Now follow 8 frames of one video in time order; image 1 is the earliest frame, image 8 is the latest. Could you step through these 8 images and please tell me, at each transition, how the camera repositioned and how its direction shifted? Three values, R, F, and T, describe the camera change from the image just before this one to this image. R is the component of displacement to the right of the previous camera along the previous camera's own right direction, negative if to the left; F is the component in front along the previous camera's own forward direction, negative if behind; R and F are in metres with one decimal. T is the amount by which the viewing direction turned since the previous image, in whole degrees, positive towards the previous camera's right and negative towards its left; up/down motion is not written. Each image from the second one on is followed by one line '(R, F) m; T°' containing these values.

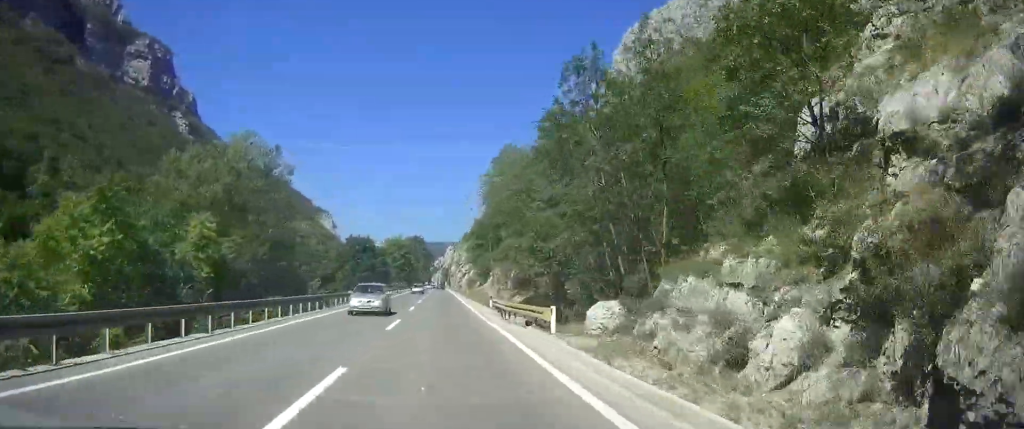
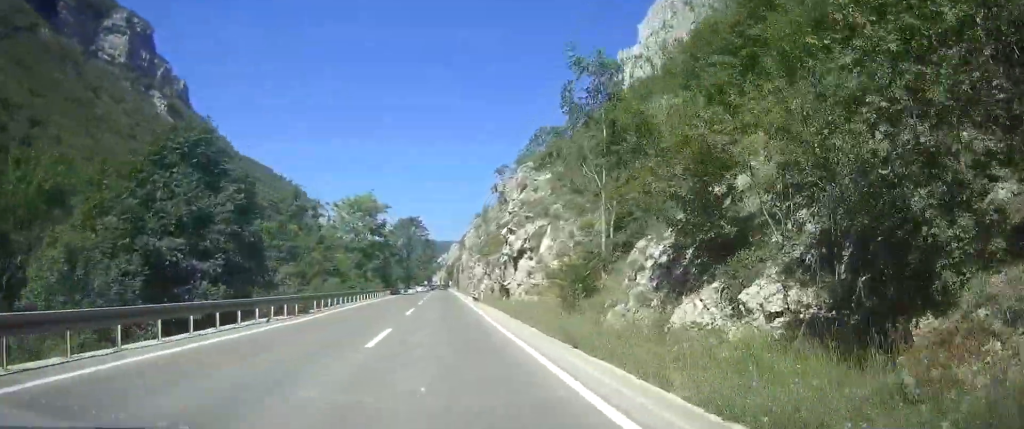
(-0.7, +65.6) m; -1°
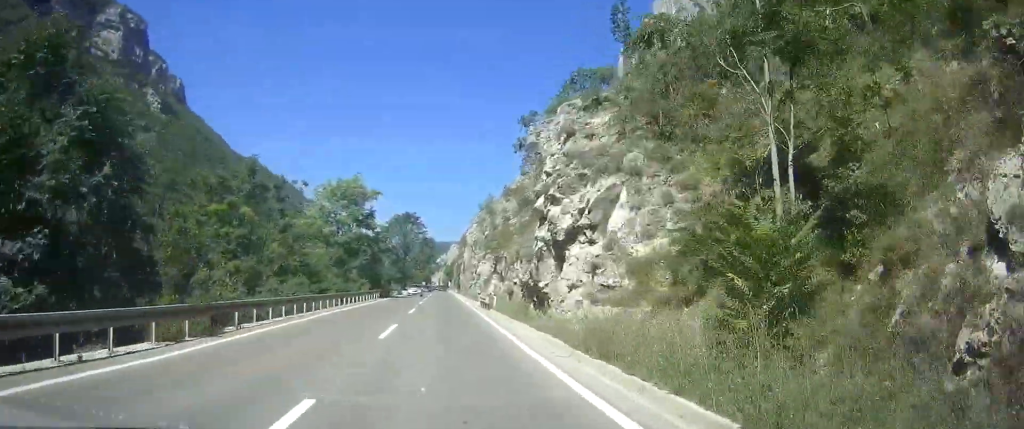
(0.0, +12.4) m; 0°
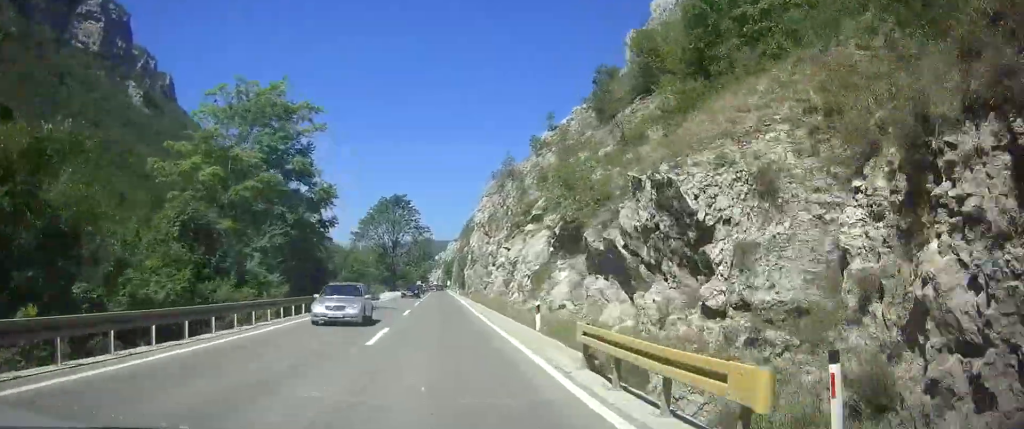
(+0.1, +31.7) m; 0°
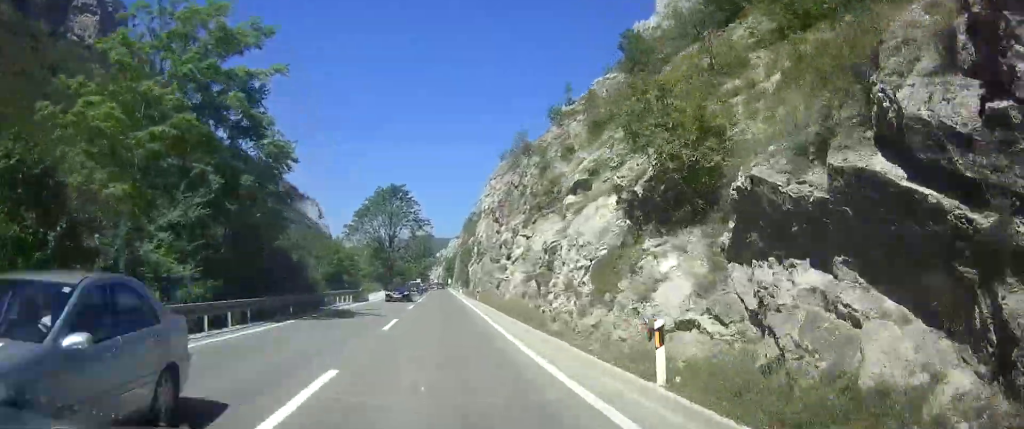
(+0.1, +10.6) m; 0°
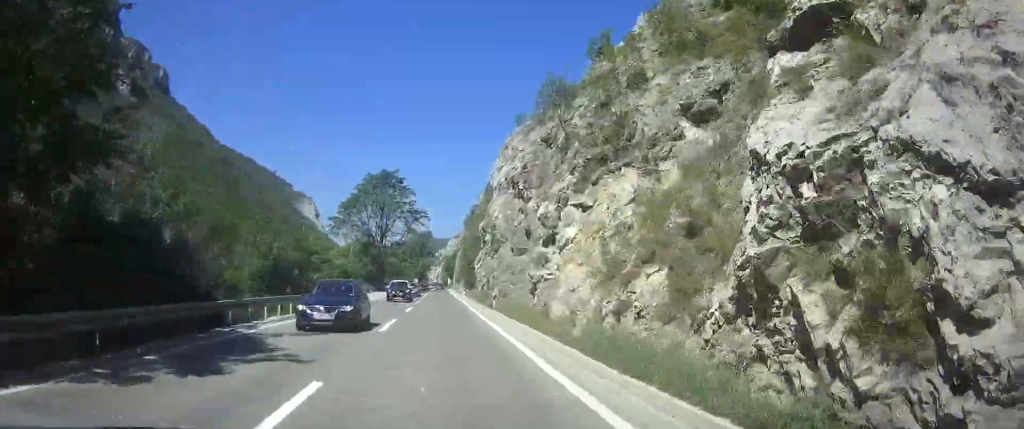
(-0.1, +15.9) m; -1°
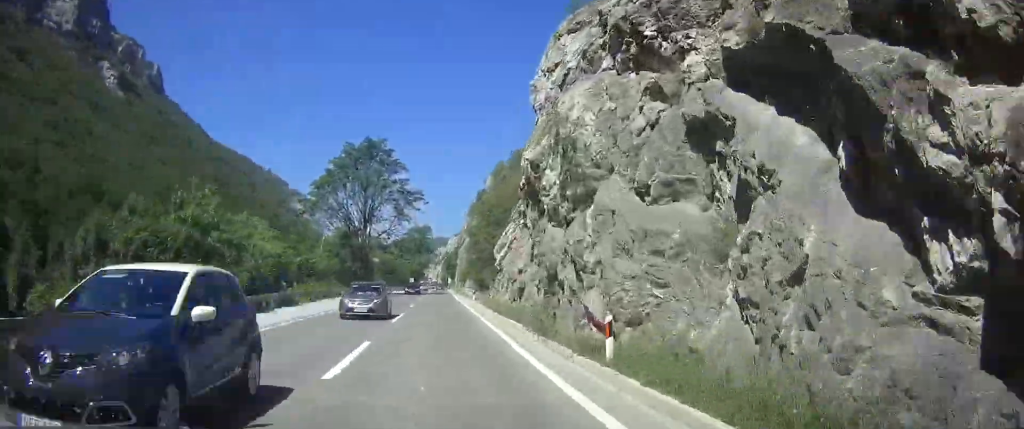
(-0.2, +22.9) m; -1°
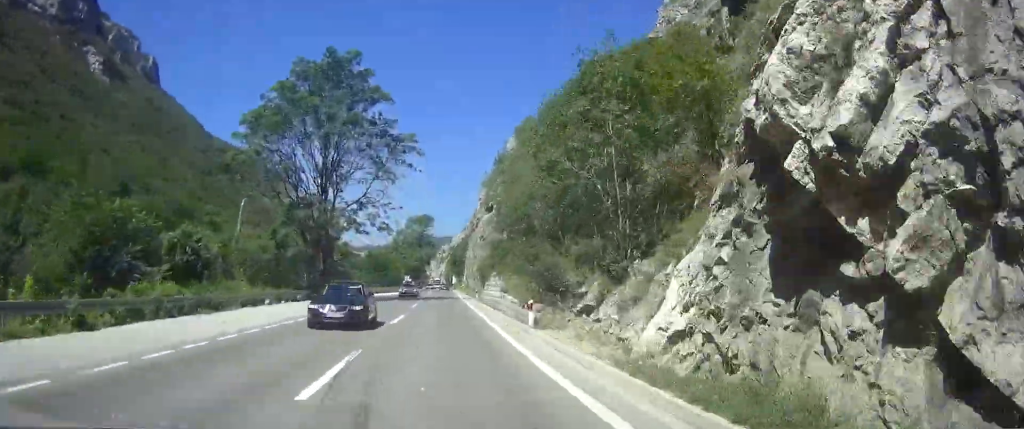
(-0.4, +31.8) m; -1°
